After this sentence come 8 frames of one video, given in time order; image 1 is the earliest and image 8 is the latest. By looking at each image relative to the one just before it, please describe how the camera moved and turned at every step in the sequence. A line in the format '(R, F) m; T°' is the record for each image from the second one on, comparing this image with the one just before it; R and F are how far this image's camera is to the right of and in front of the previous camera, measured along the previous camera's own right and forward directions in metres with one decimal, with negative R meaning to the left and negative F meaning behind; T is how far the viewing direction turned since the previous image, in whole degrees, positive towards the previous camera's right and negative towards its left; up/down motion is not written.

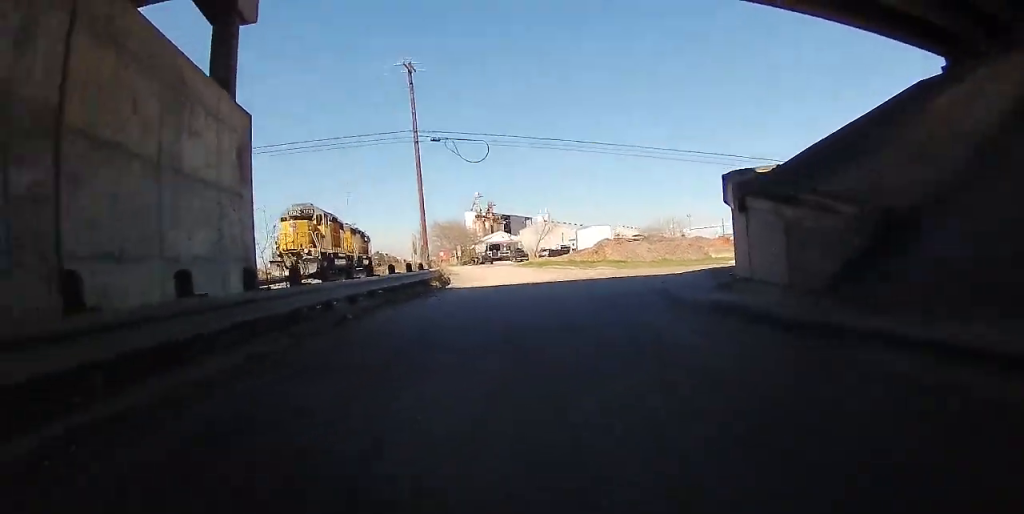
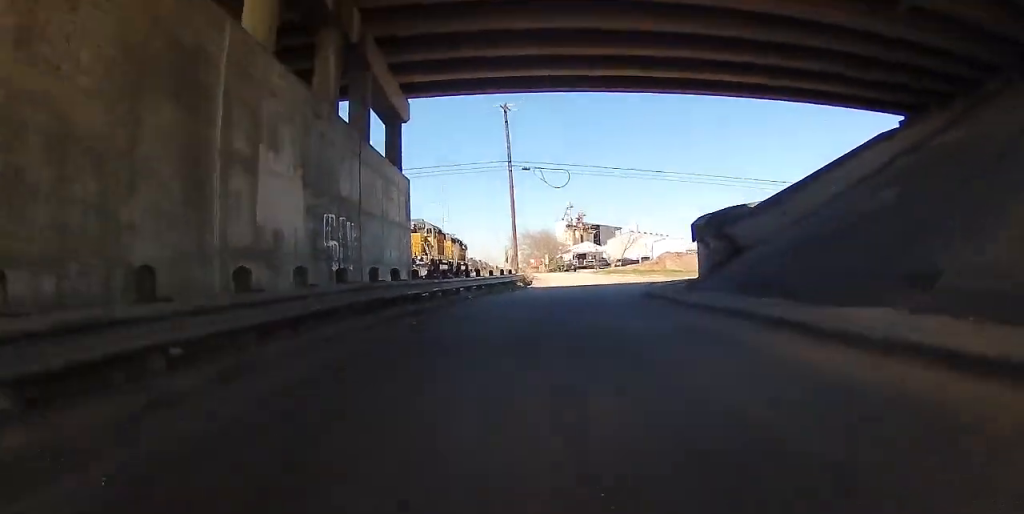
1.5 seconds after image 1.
(-1.8, +8.2) m; -20°
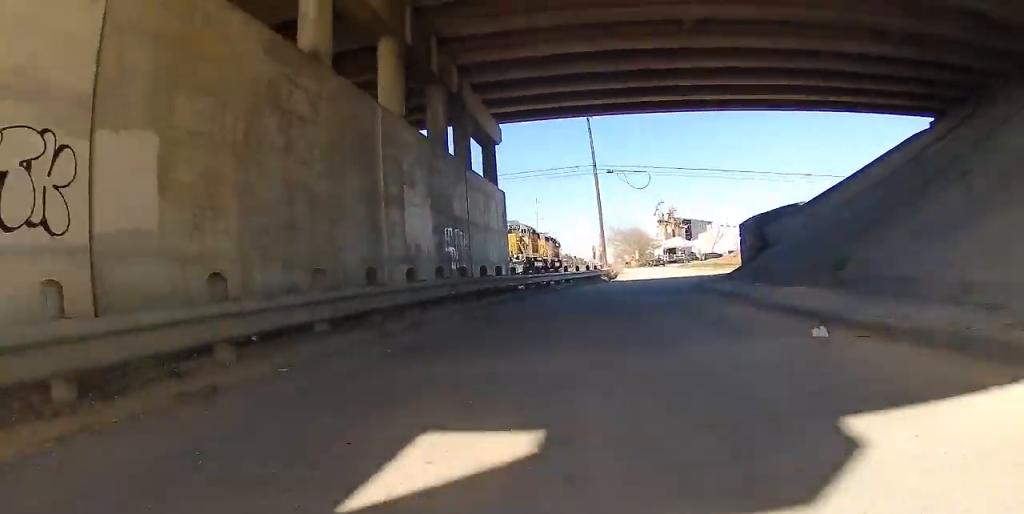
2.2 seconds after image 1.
(-0.2, +4.0) m; -3°
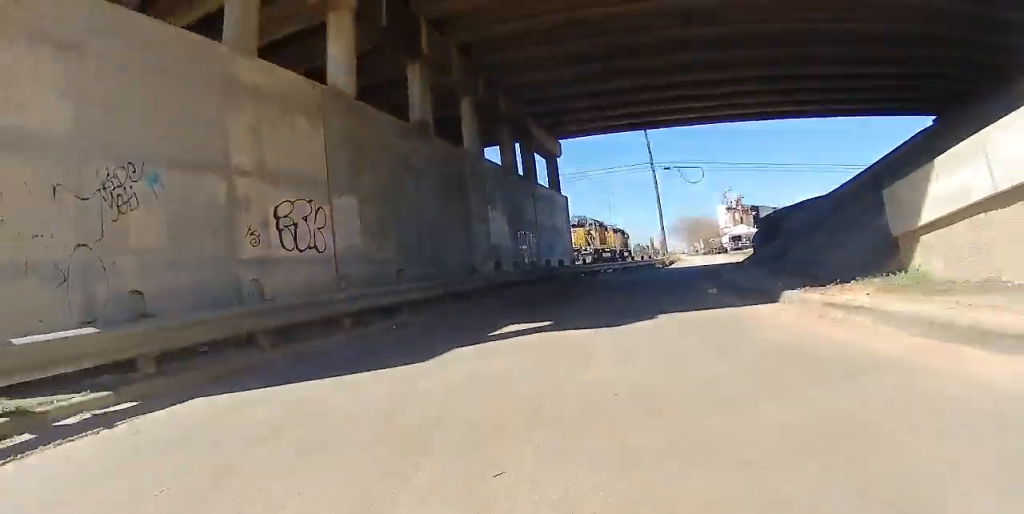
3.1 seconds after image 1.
(-0.1, +5.0) m; -3°
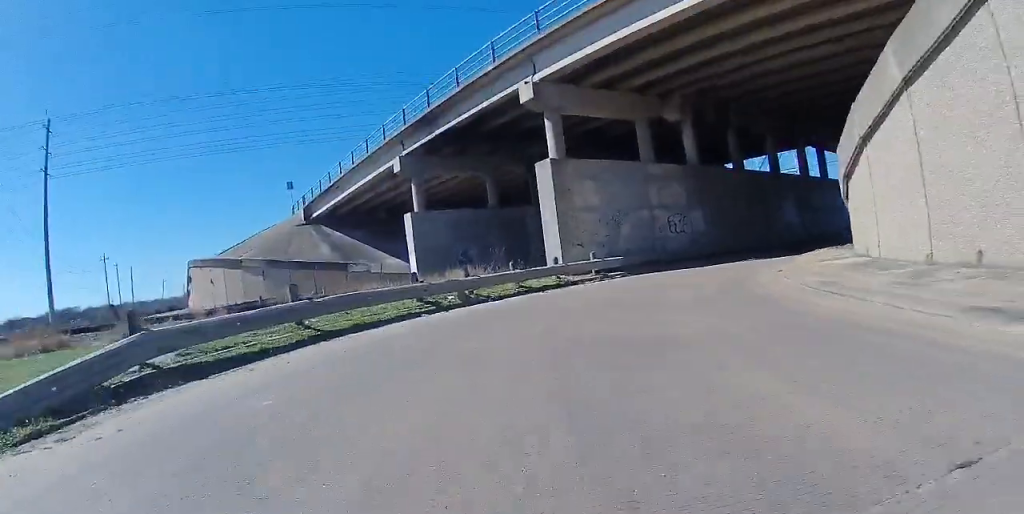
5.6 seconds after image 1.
(-4.1, +13.9) m; -39°
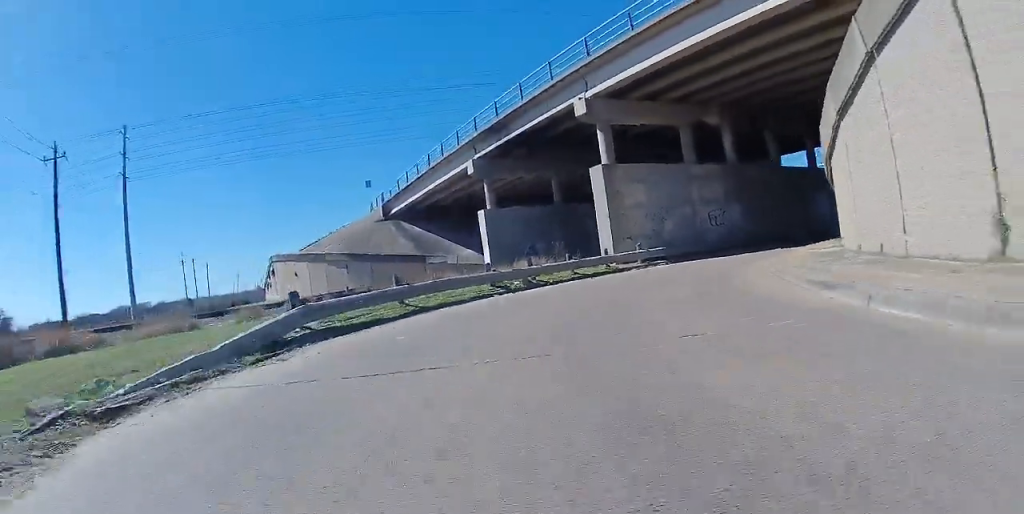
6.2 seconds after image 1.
(-0.2, +3.4) m; -10°
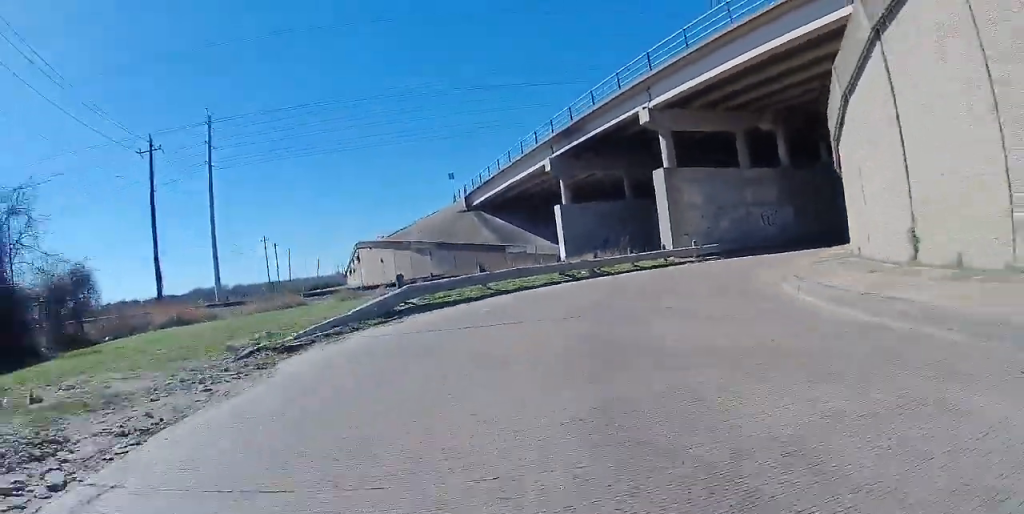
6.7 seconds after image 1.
(-0.3, +2.8) m; -8°
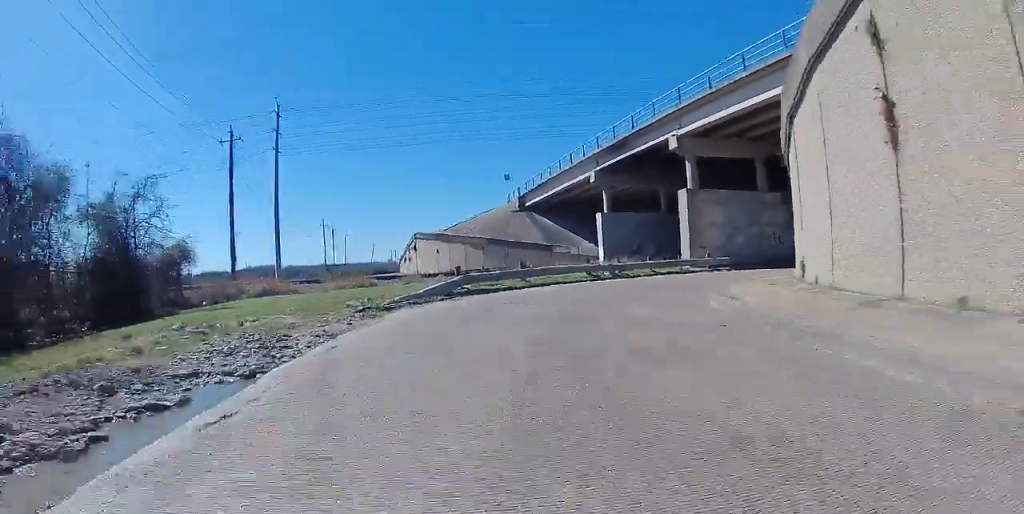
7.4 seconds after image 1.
(-0.3, +4.4) m; -12°
